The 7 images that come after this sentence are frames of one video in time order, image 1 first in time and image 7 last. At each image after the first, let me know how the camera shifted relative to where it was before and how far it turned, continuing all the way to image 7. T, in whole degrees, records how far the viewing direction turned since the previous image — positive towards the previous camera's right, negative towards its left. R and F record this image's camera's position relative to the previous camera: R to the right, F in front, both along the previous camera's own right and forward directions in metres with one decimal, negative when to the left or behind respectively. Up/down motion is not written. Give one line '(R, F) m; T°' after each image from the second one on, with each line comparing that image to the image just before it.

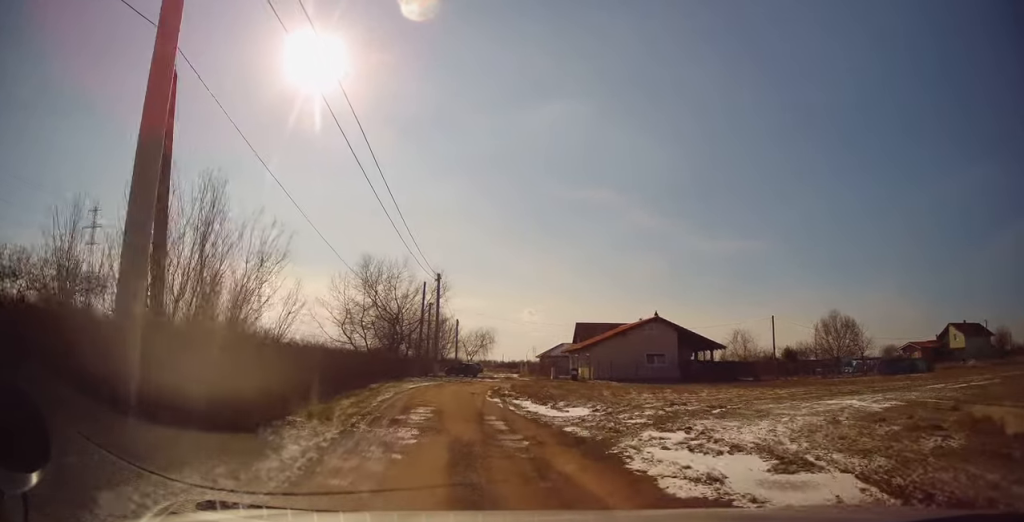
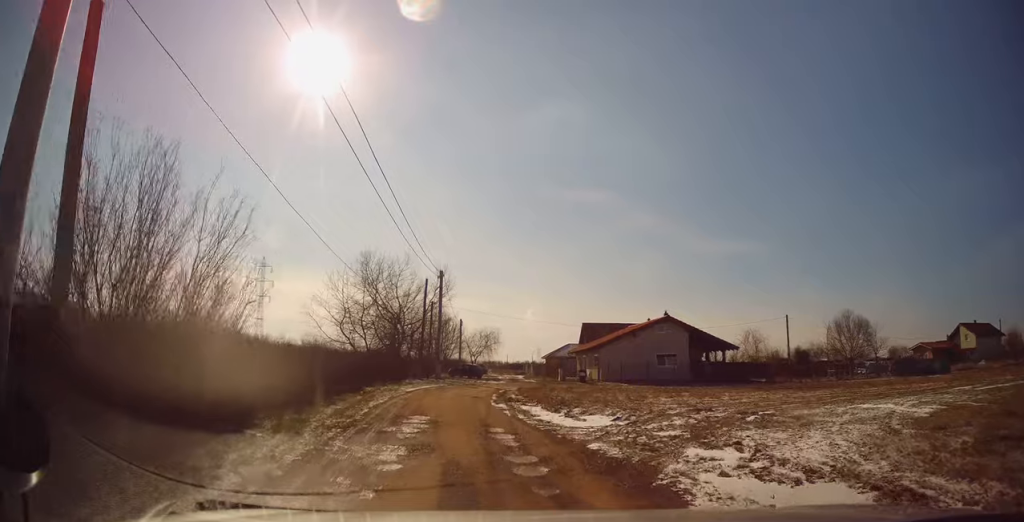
(-0.1, +1.9) m; 0°
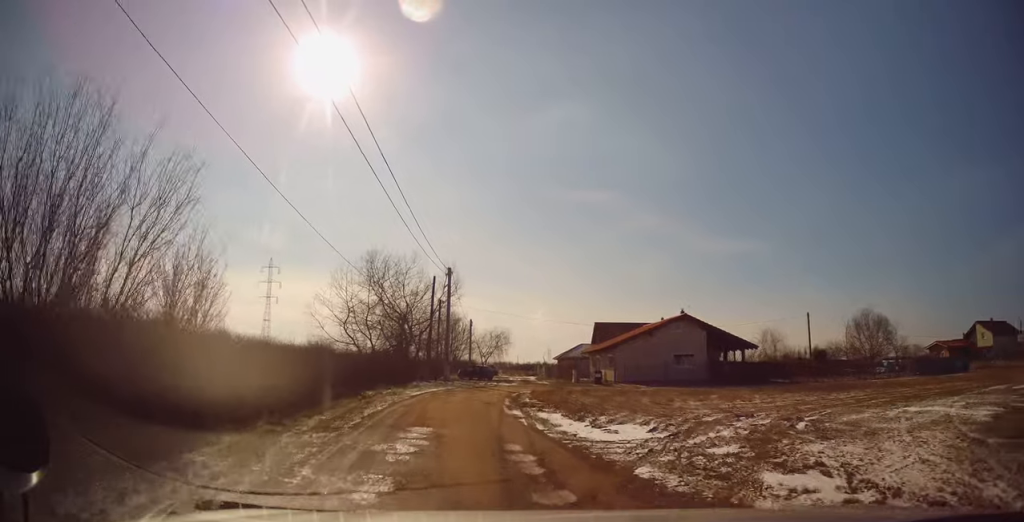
(0.0, +2.1) m; -1°
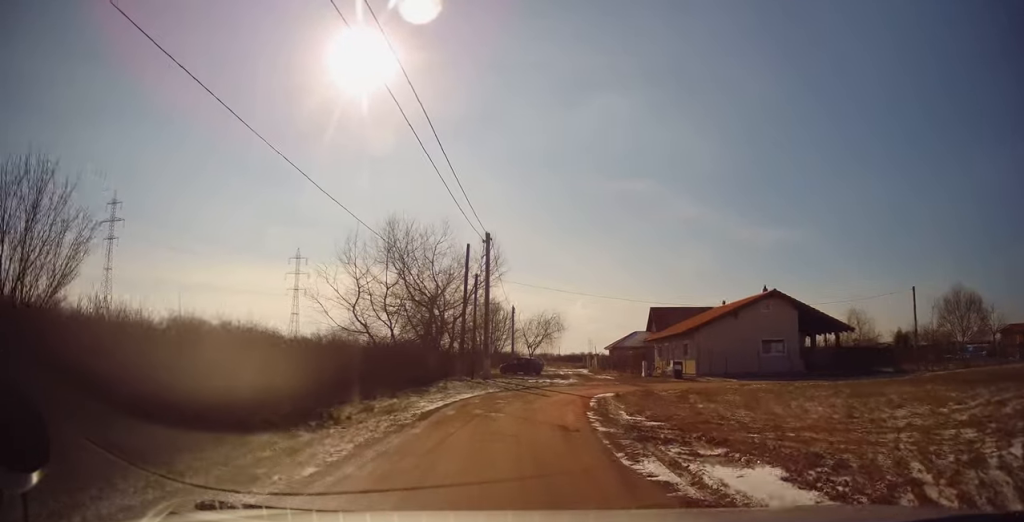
(-0.5, +8.9) m; -3°
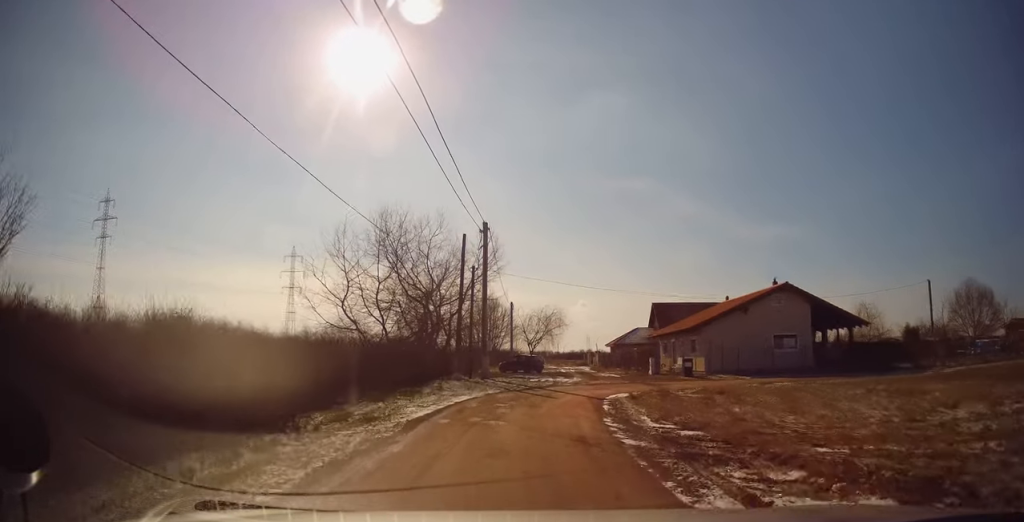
(+0.2, +1.8) m; +2°
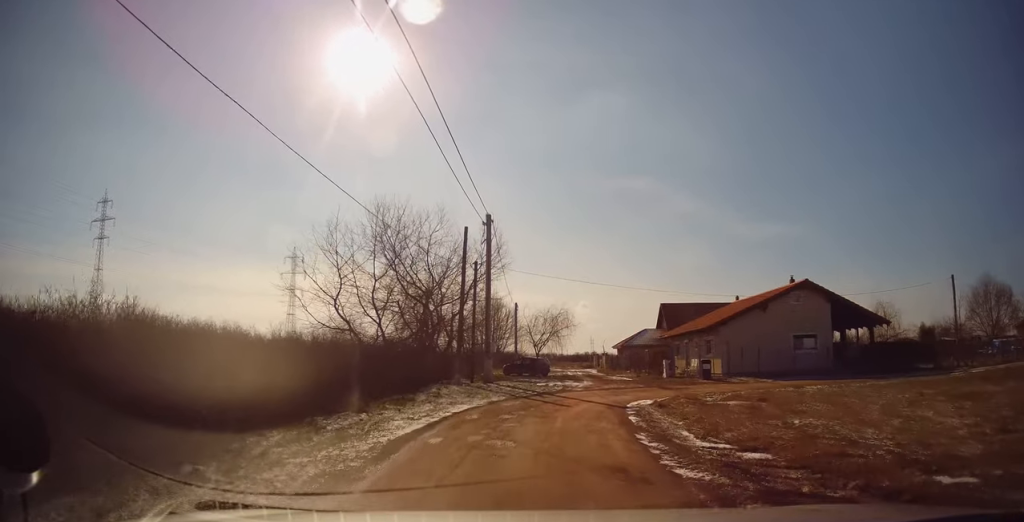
(+0.1, +2.0) m; +1°
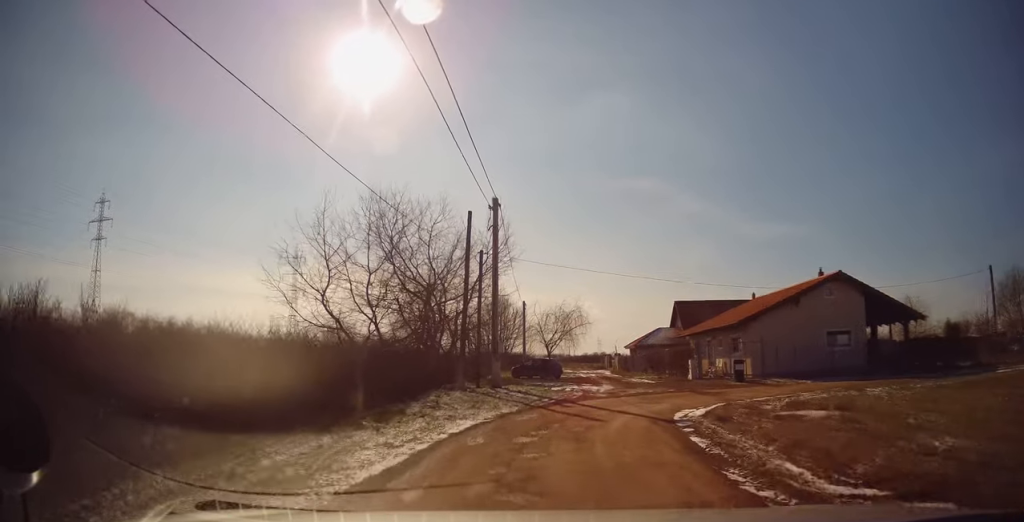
(-0.1, +2.9) m; -1°
